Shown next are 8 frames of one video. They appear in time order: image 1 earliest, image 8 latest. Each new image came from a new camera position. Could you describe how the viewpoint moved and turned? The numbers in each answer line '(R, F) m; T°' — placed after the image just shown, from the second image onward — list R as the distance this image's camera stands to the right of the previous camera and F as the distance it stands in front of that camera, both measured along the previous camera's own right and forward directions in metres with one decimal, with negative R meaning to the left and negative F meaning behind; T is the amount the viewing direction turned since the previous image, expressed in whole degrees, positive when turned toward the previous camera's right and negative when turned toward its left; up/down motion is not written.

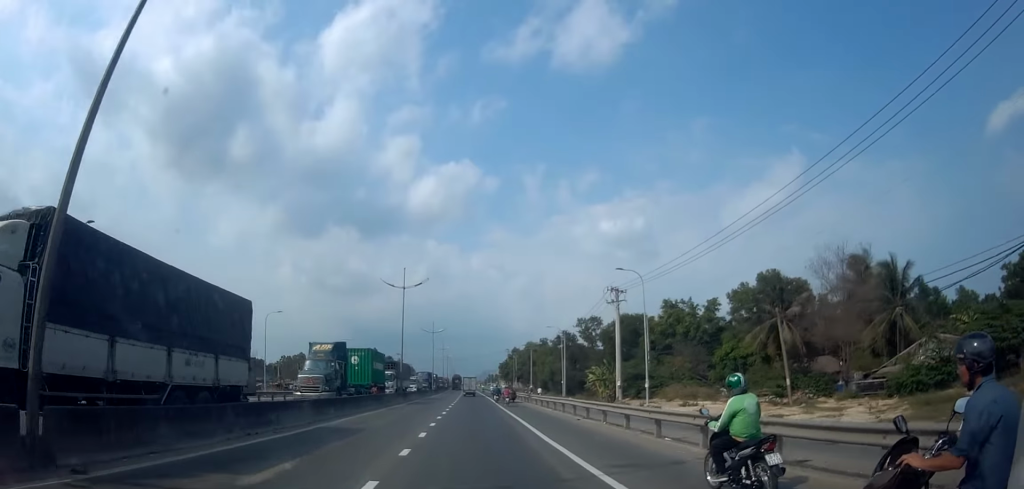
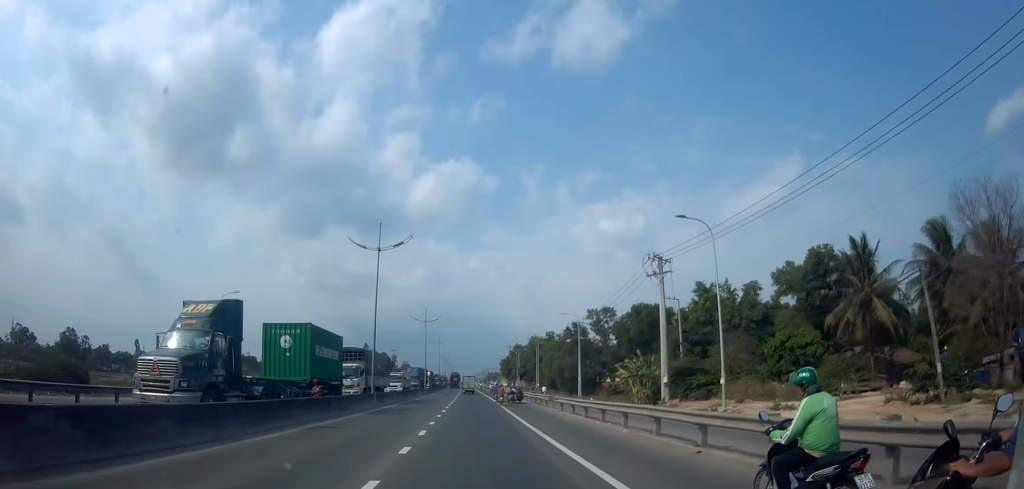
(+0.7, +12.2) m; 0°
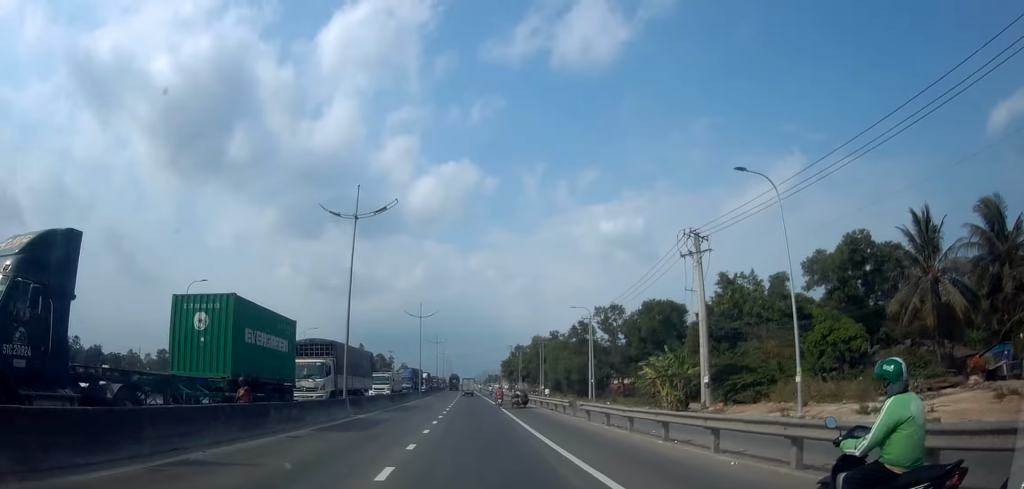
(-0.5, +6.8) m; 0°
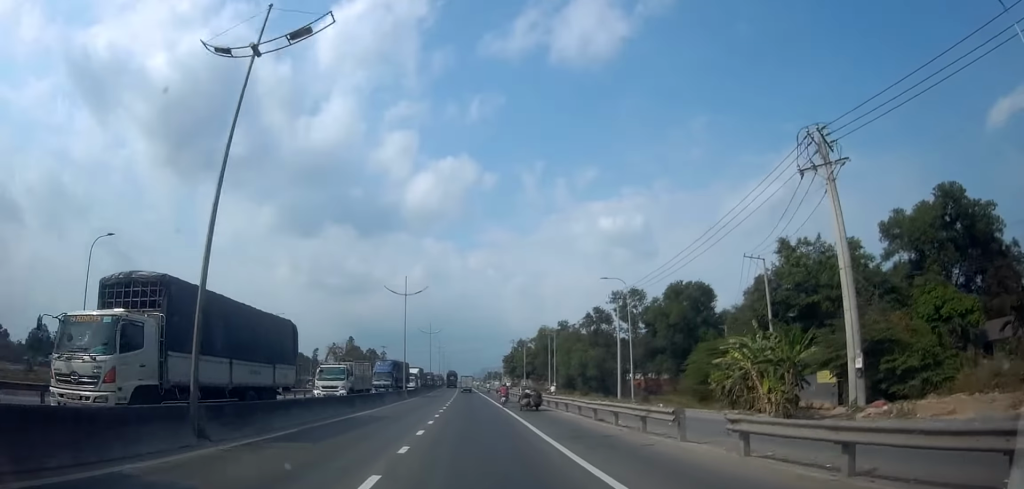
(+0.2, +13.2) m; 0°
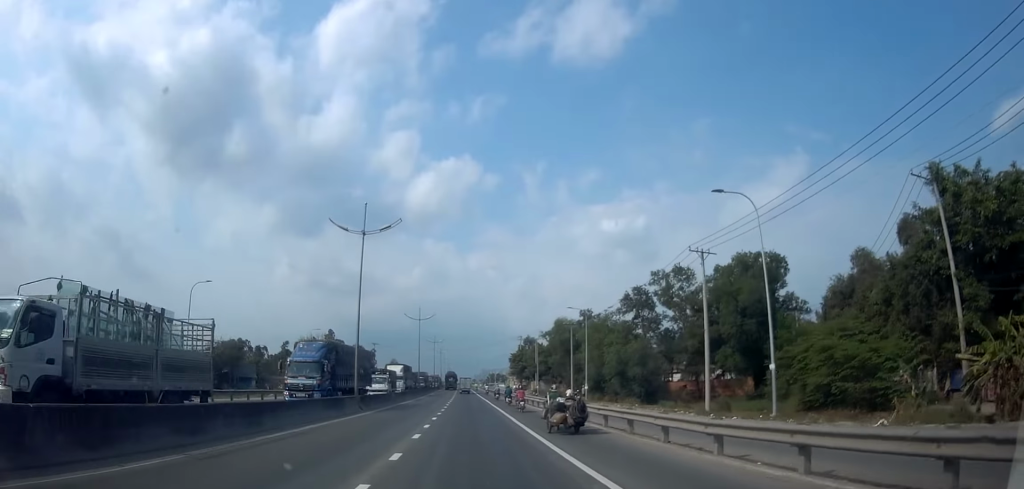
(-0.5, +20.4) m; 0°
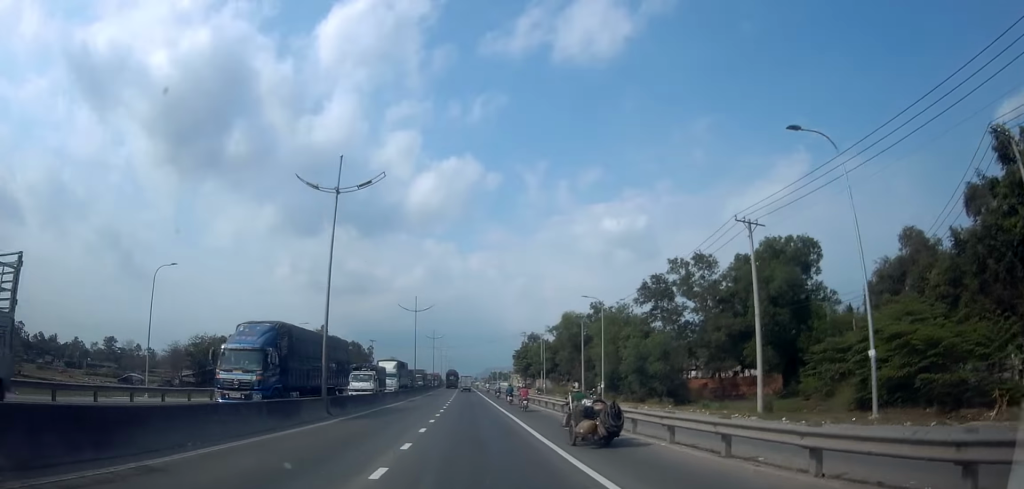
(+0.3, +6.4) m; +1°
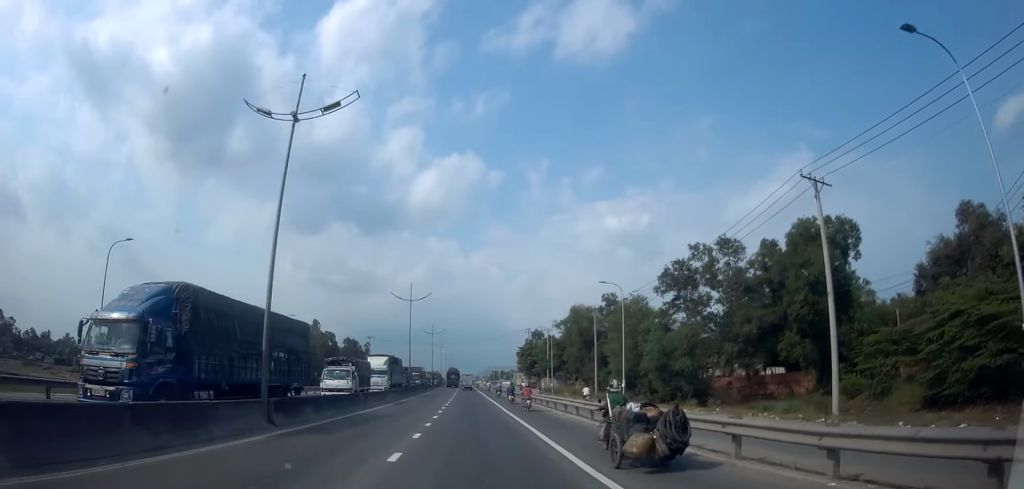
(+0.2, +6.4) m; +1°
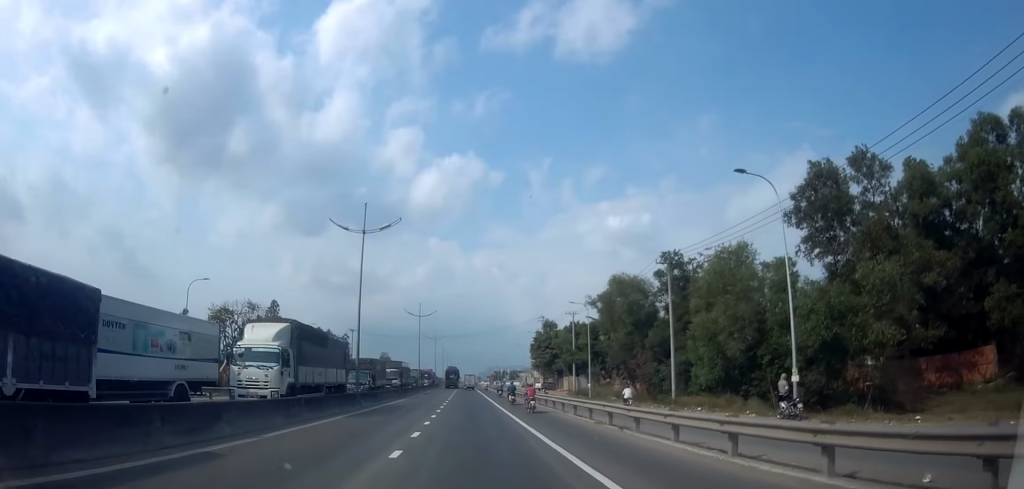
(-1.4, +23.9) m; -3°
